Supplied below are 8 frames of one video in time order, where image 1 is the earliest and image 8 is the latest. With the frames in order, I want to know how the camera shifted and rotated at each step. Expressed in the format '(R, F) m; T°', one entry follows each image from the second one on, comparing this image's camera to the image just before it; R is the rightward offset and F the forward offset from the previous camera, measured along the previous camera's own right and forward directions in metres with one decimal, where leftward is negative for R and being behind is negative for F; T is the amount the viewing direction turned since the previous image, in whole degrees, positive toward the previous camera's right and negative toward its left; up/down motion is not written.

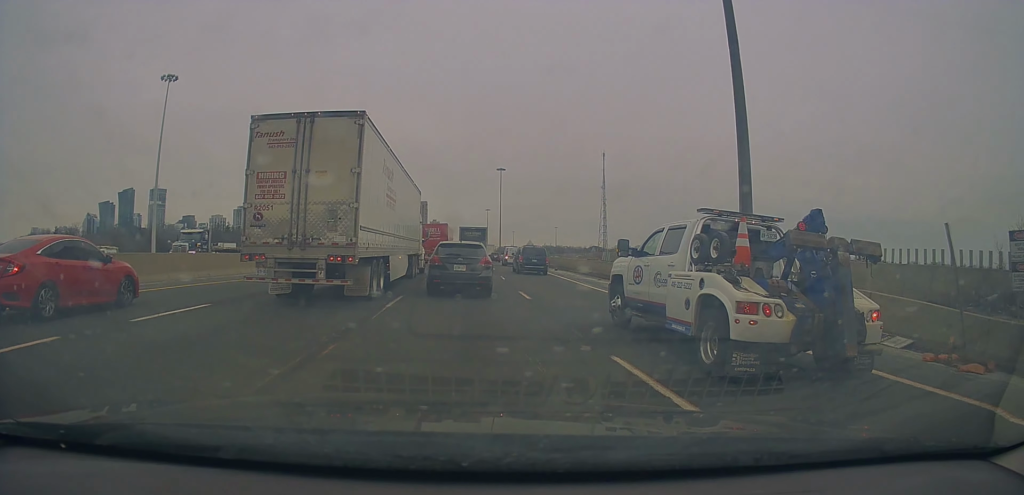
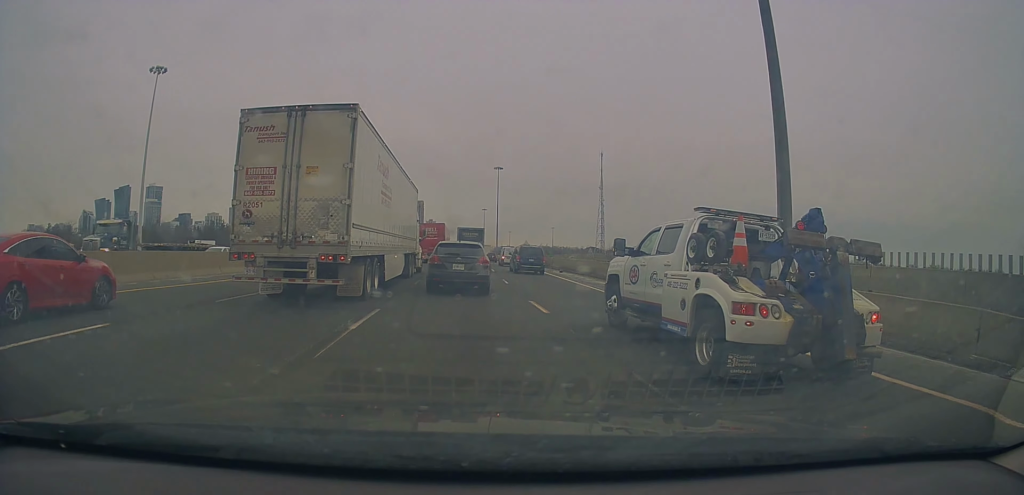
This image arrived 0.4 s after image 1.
(+0.1, +4.0) m; 0°
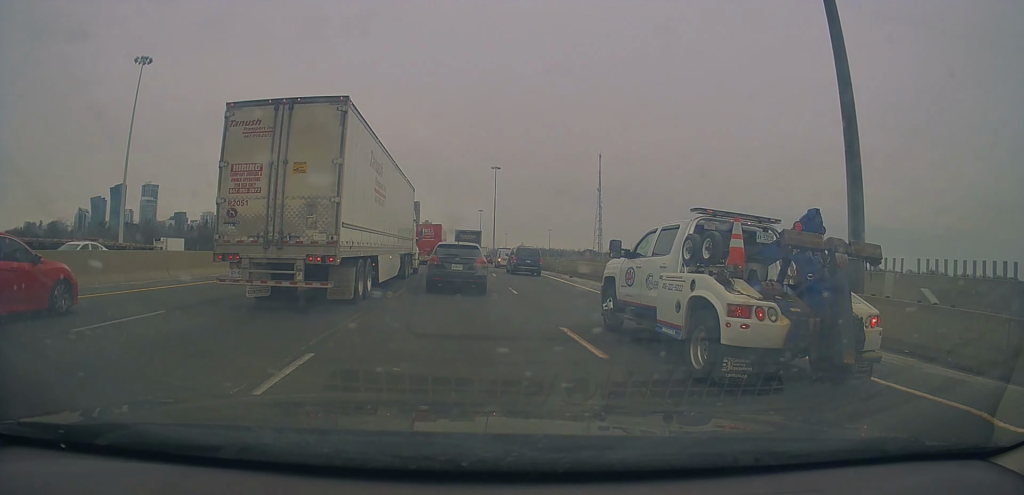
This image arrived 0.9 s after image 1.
(0.0, +5.0) m; 0°
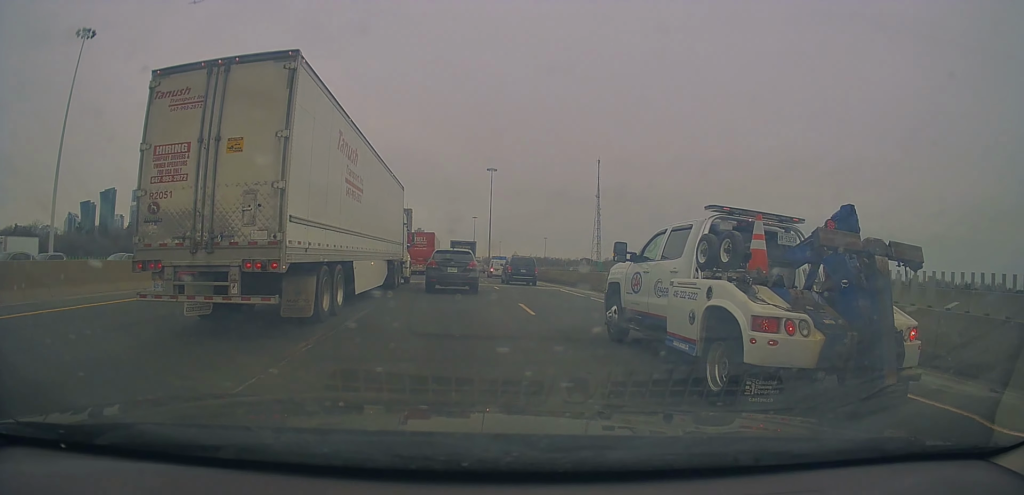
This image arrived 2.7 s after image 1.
(-0.5, +17.3) m; +2°
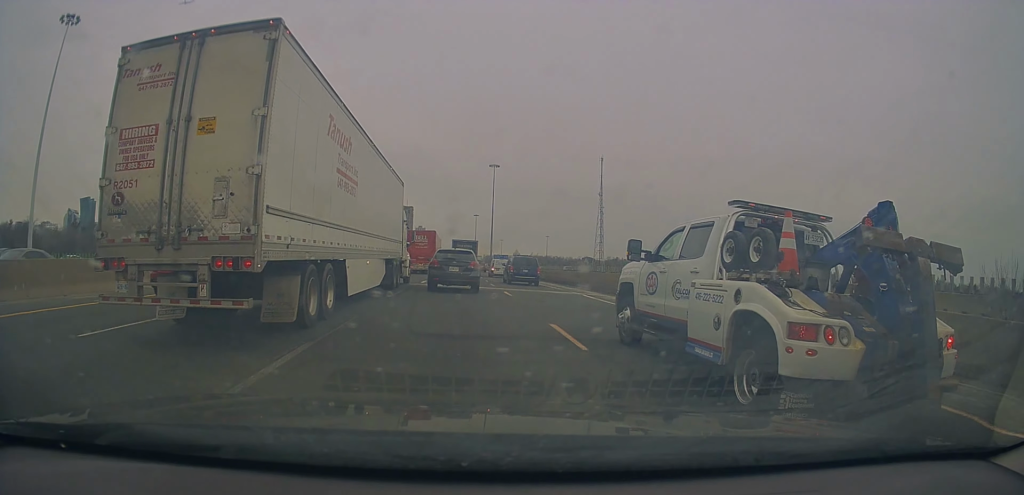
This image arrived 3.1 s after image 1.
(+0.3, +4.8) m; 0°
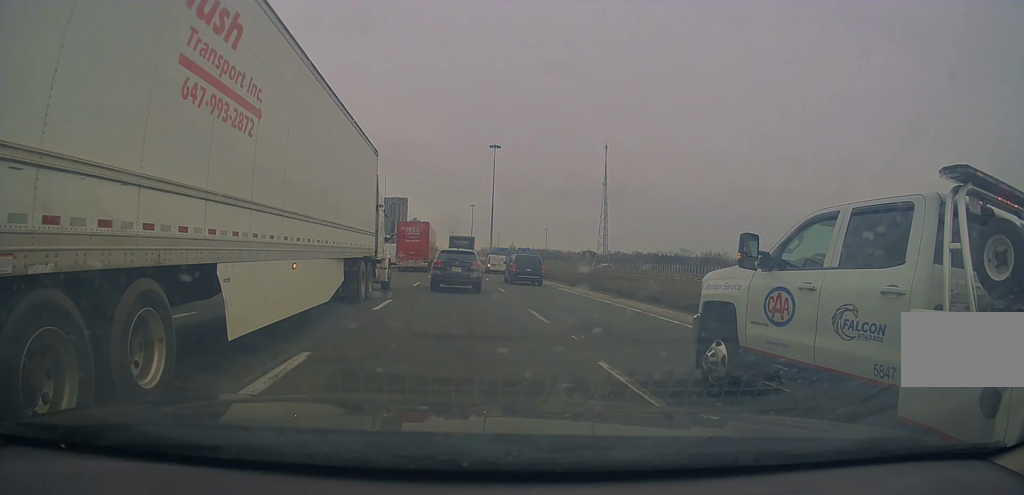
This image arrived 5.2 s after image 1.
(+0.3, +22.6) m; +2°
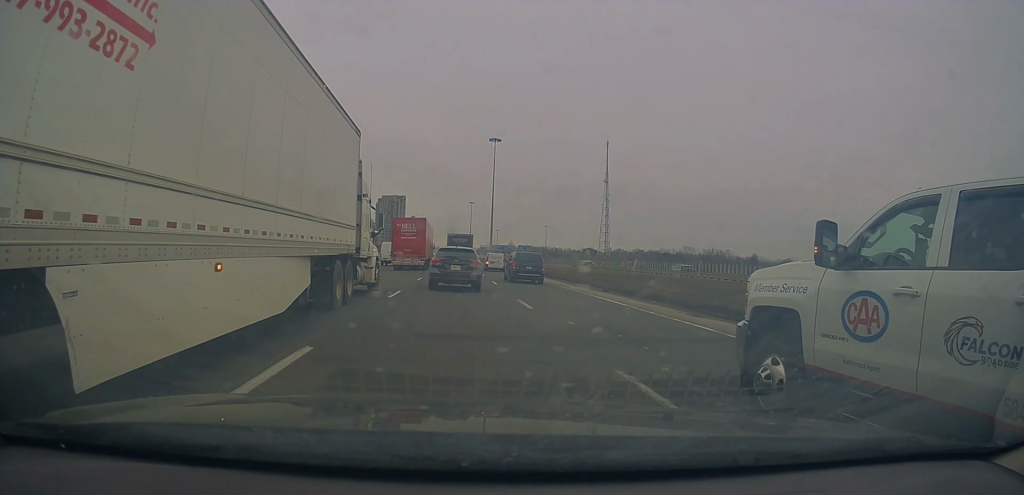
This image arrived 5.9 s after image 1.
(+0.3, +7.8) m; +1°
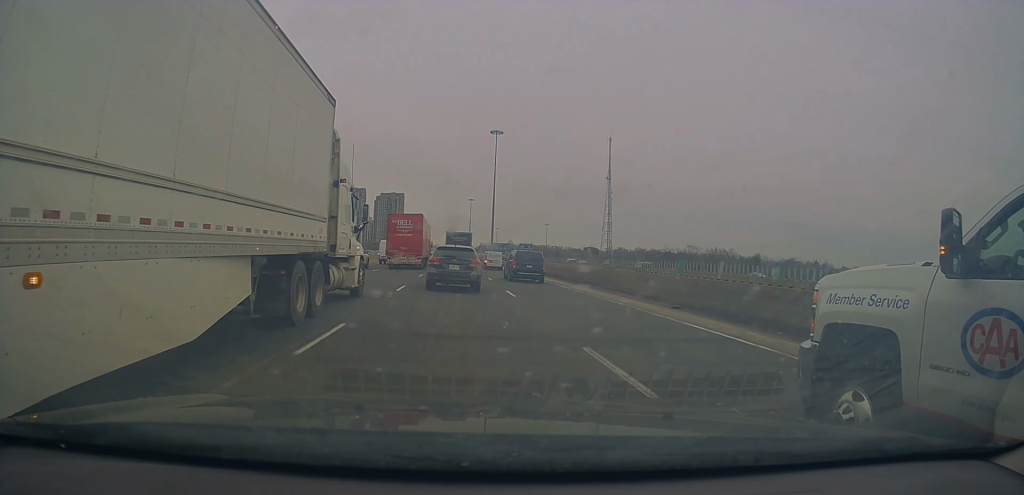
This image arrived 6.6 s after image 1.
(-0.2, +8.8) m; -2°
